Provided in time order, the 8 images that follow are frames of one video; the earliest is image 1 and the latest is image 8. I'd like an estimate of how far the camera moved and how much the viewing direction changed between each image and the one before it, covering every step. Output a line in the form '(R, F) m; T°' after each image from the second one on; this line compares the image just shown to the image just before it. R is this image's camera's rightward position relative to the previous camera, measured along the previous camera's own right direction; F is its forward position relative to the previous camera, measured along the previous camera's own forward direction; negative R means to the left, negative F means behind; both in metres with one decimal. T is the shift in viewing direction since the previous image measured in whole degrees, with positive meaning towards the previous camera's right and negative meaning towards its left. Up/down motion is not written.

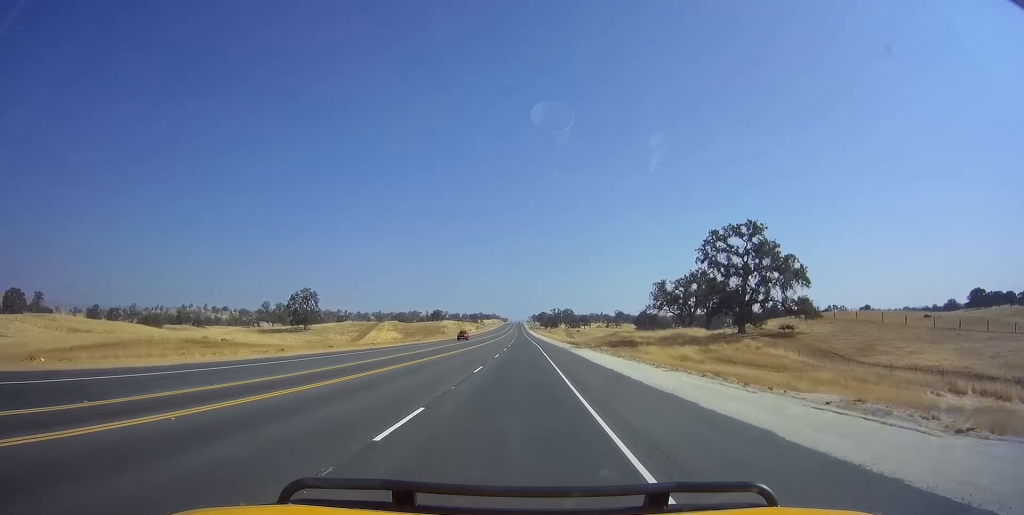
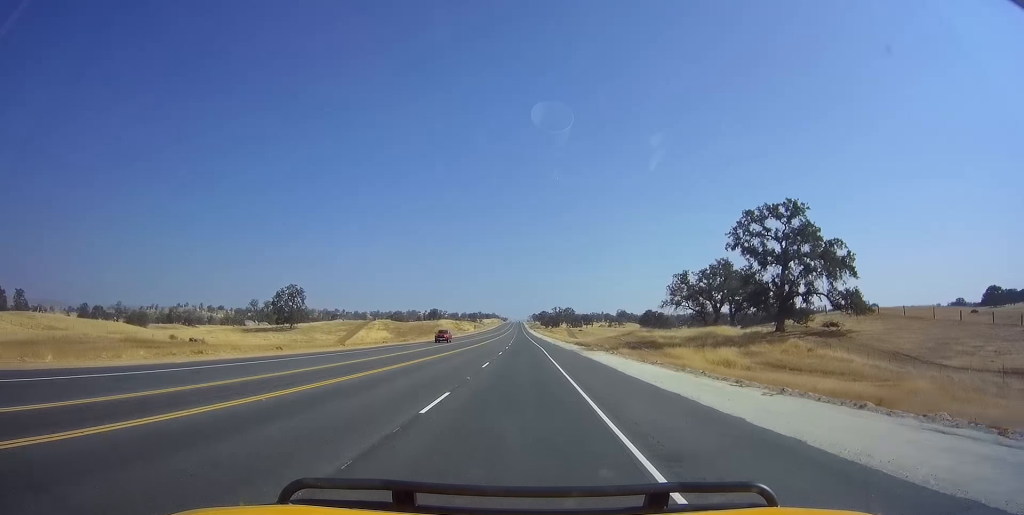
(-0.1, +11.8) m; -1°
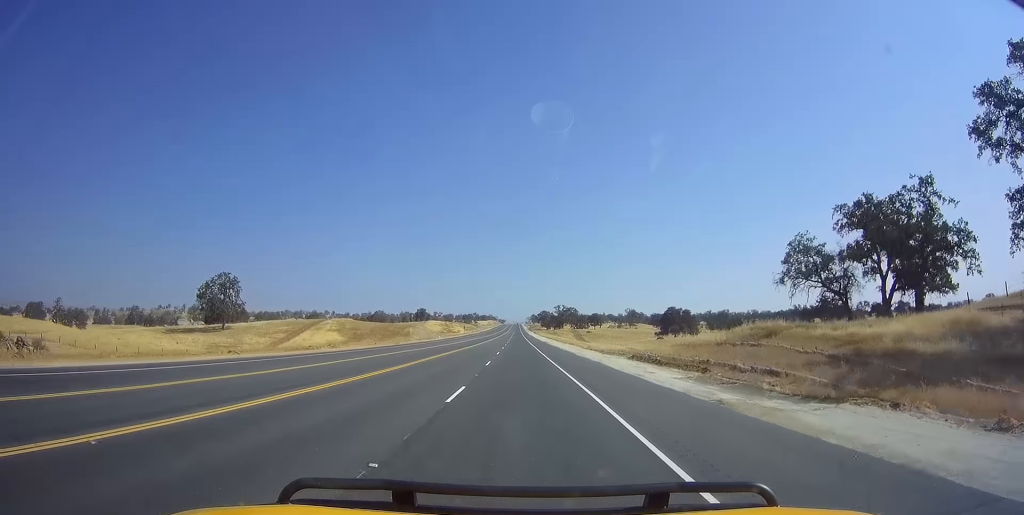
(-0.1, +41.8) m; 0°
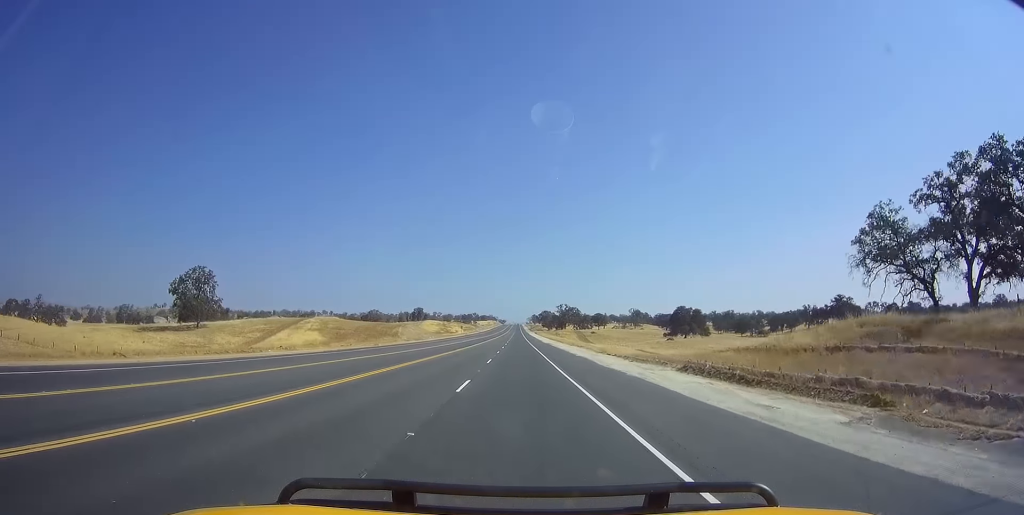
(0.0, +12.3) m; 0°
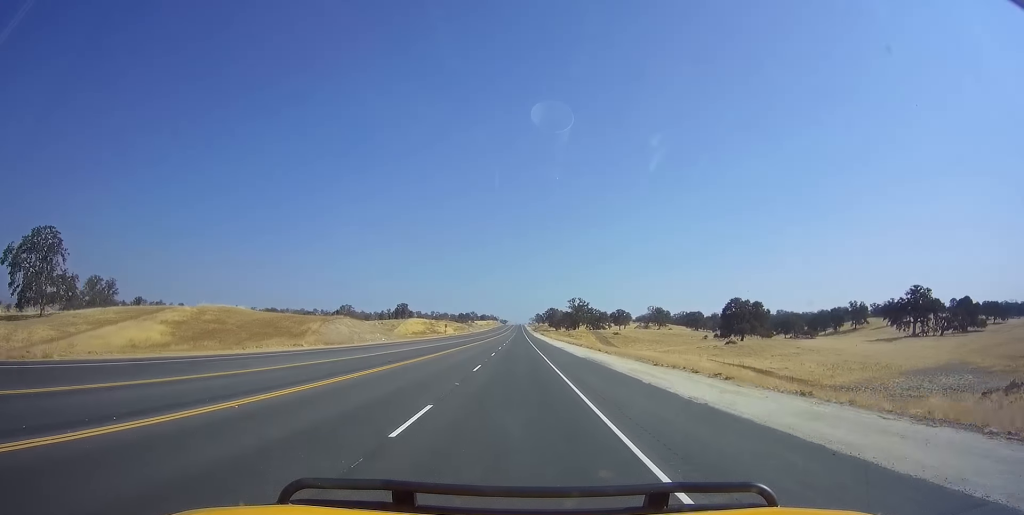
(+0.2, +50.5) m; -1°
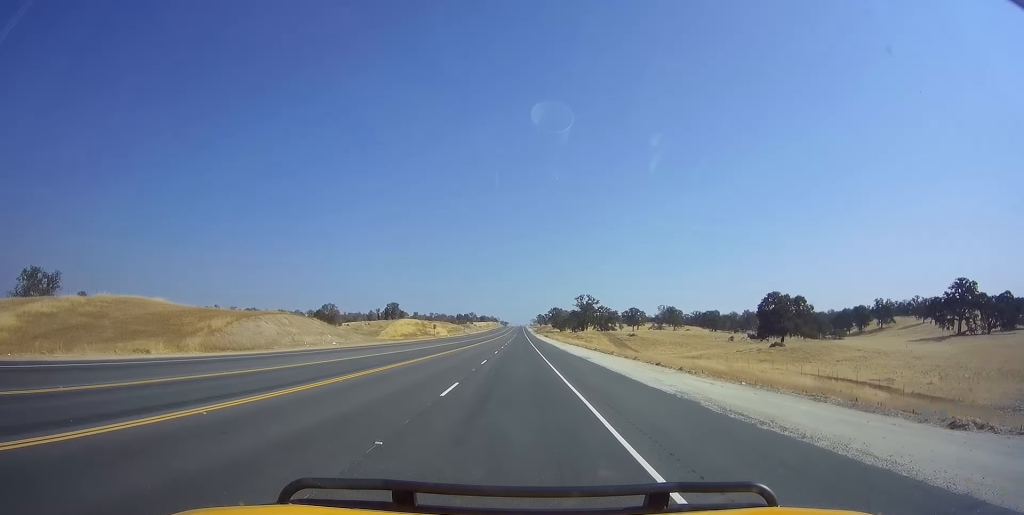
(-0.4, +23.6) m; 0°
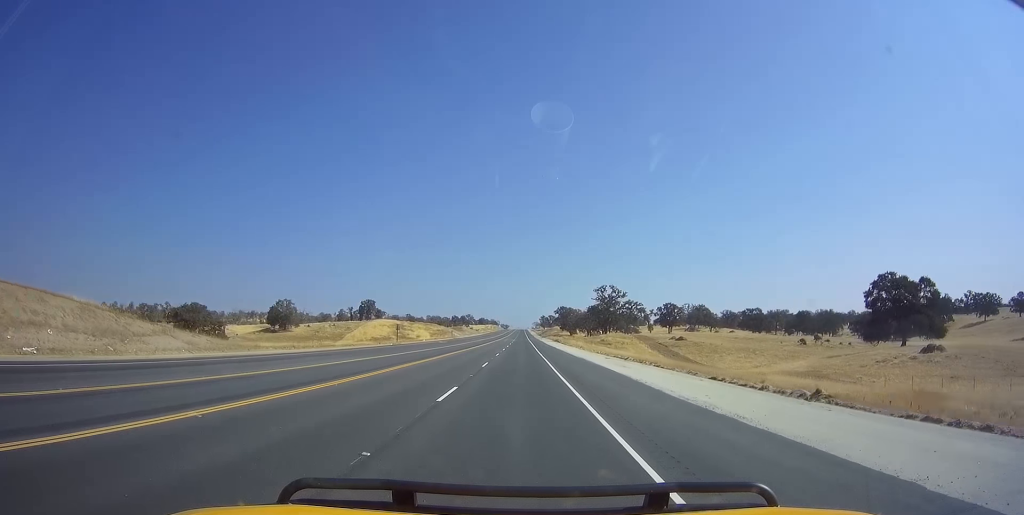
(+0.1, +44.2) m; 0°
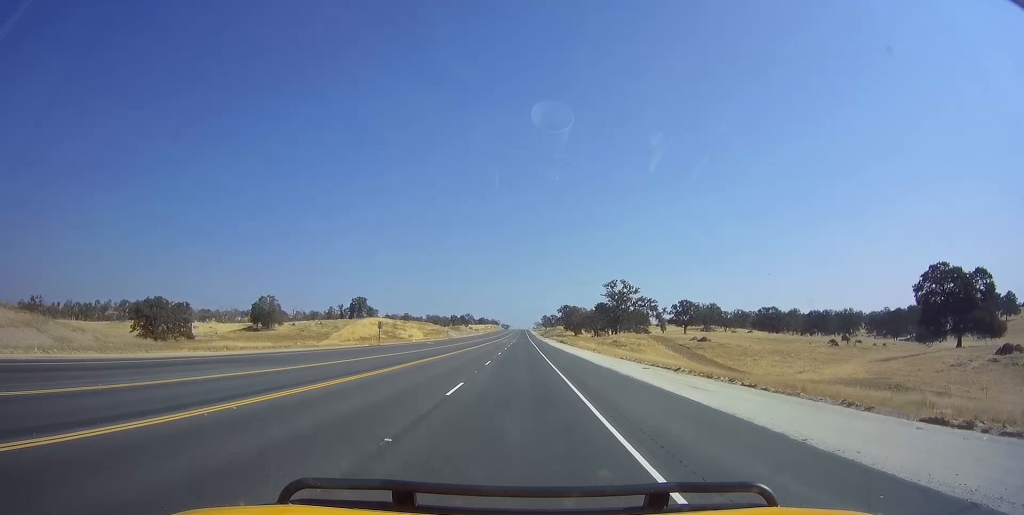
(-0.3, +13.2) m; 0°
